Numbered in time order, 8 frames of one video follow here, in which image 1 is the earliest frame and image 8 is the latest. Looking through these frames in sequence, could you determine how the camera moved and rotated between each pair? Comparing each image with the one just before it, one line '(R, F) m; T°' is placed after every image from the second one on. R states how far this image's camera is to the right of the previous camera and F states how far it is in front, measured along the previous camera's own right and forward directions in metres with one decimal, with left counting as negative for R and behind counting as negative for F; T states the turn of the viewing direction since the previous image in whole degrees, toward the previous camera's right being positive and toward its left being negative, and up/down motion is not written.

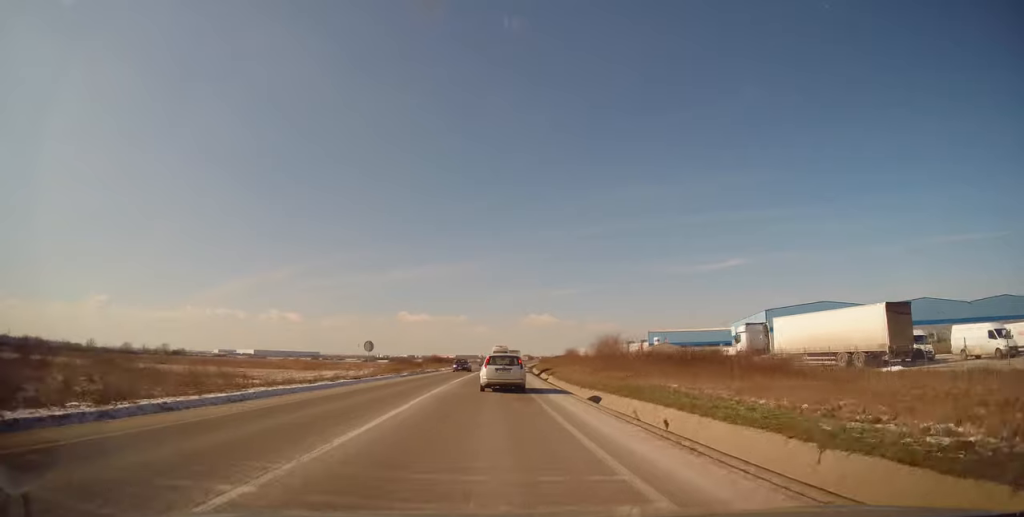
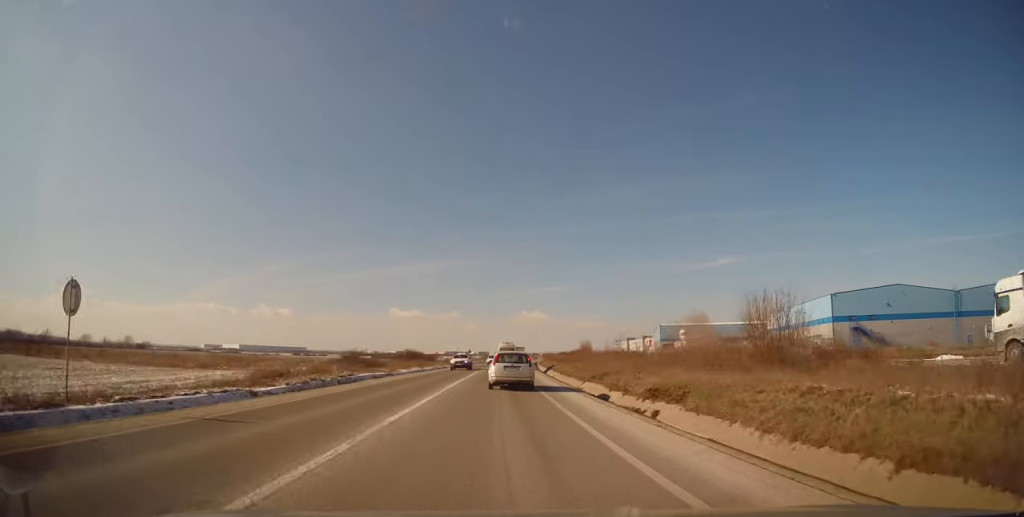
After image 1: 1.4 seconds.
(0.0, +29.8) m; 0°
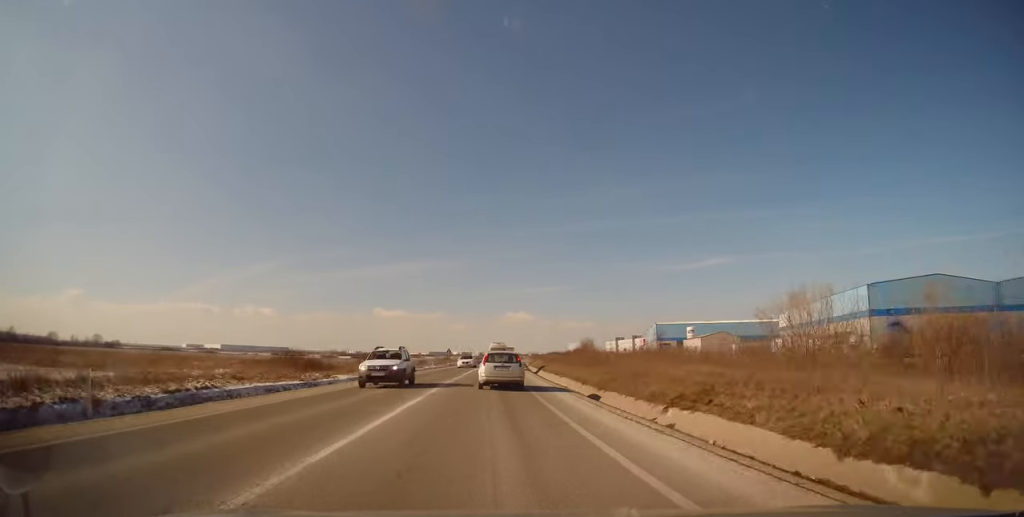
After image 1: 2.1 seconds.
(+0.1, +15.7) m; 0°
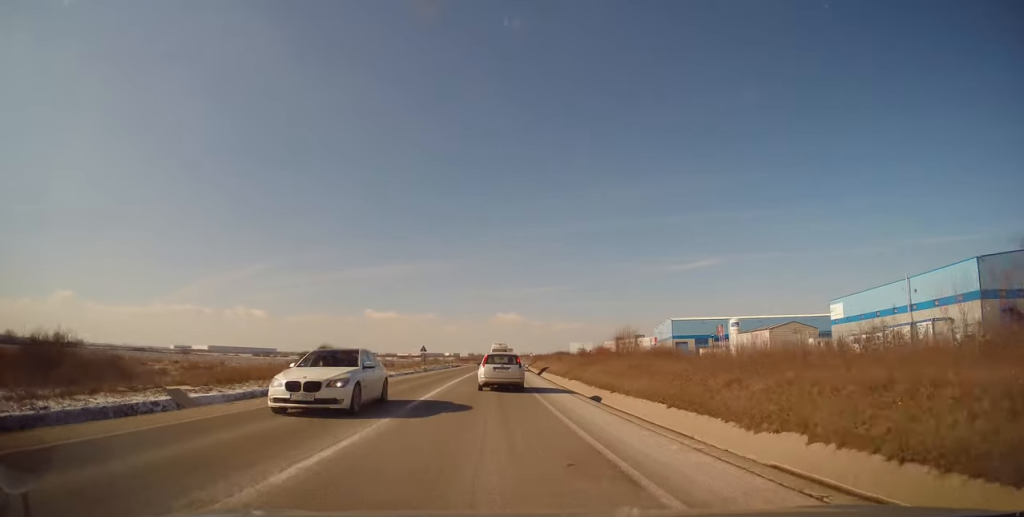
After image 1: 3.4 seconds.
(+0.1, +26.5) m; +2°
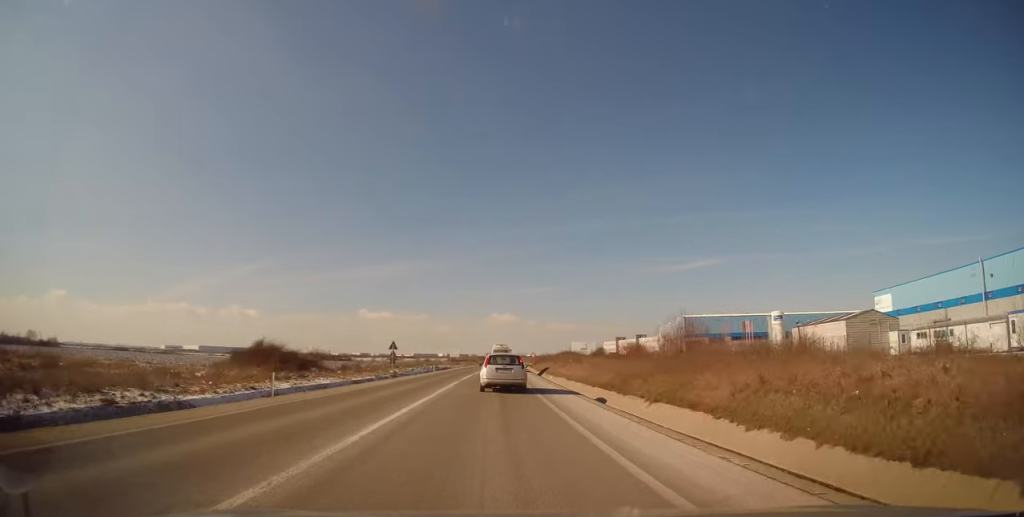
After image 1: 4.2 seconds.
(+0.3, +17.3) m; +2°
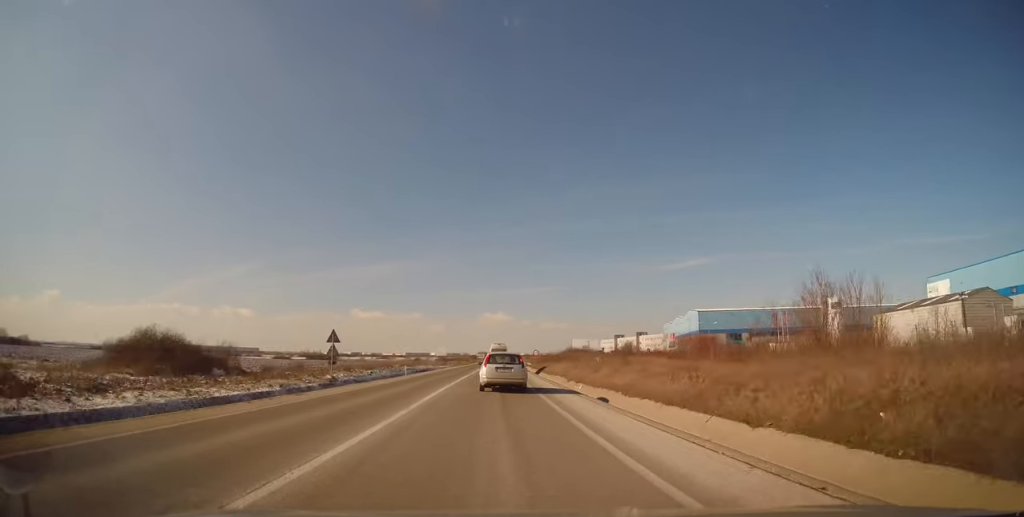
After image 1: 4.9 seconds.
(+0.3, +16.6) m; +1°
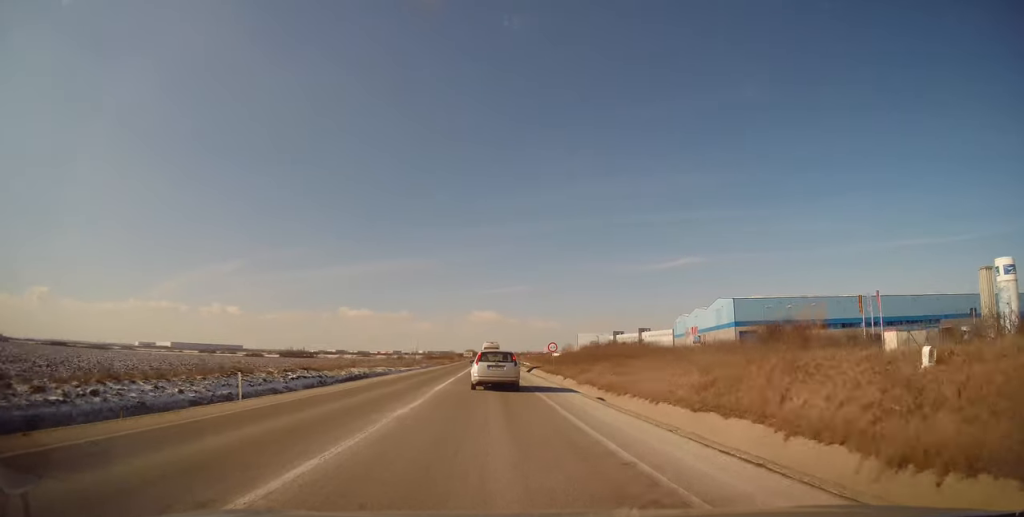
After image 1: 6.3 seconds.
(-0.1, +28.7) m; -1°
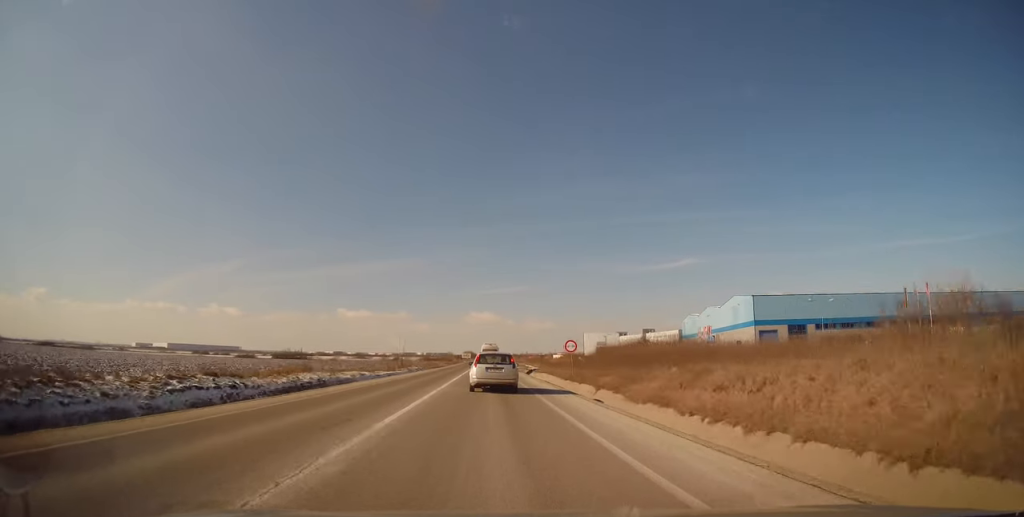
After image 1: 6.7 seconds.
(-0.1, +10.0) m; +1°
